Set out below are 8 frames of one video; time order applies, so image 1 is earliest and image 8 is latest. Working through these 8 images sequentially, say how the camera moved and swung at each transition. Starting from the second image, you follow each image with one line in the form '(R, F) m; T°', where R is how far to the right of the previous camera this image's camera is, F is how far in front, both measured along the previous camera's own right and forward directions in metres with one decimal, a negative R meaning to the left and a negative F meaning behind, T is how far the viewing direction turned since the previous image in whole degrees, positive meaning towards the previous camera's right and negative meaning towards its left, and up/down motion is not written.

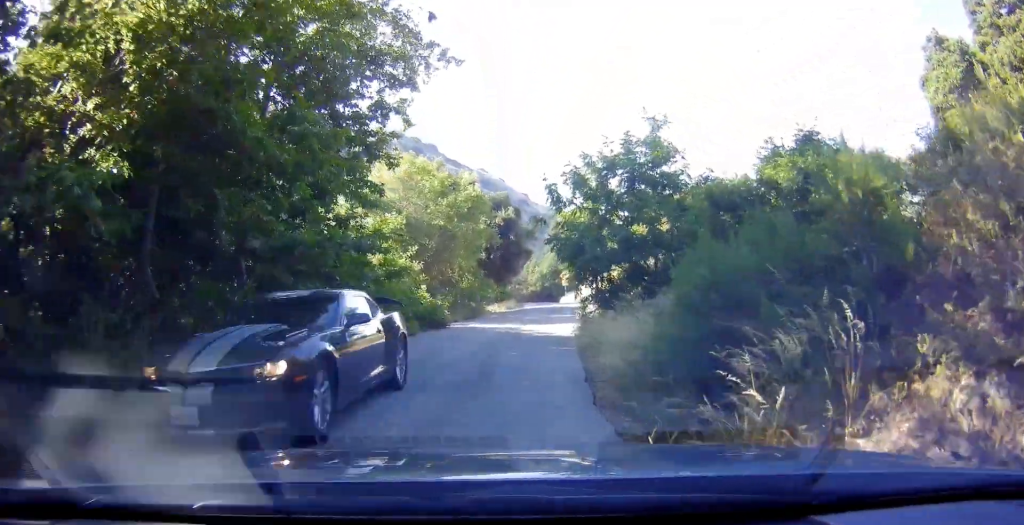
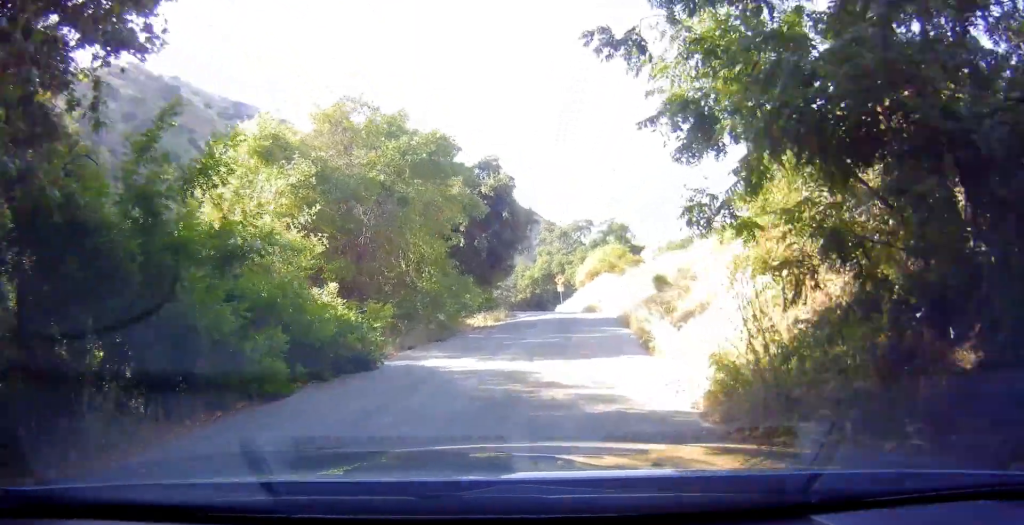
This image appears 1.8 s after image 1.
(-0.2, +11.7) m; -3°
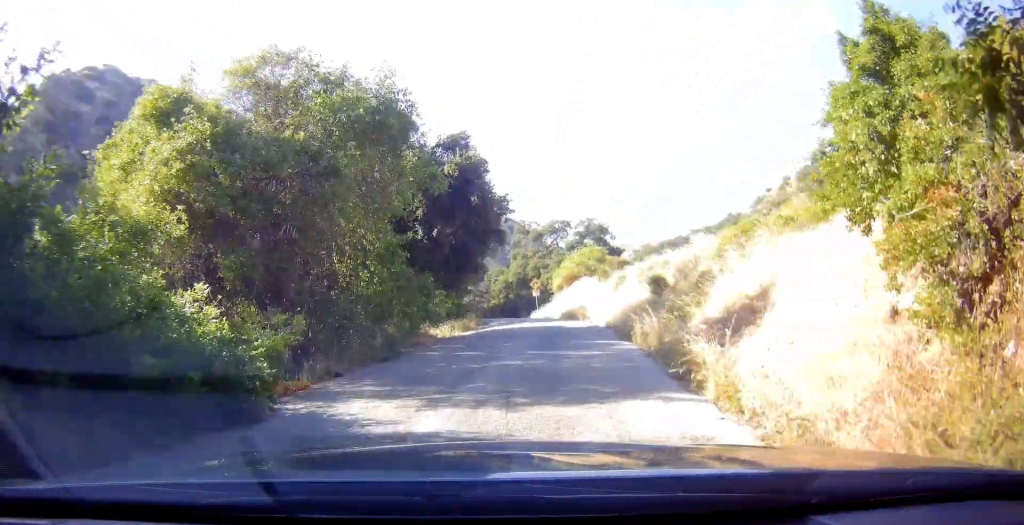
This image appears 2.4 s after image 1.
(-0.1, +4.2) m; 0°
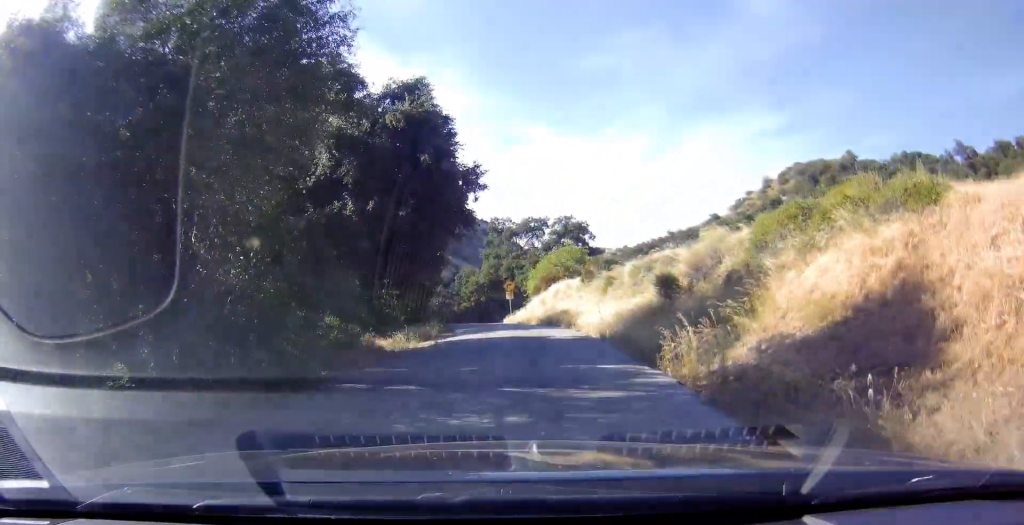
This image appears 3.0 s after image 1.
(-0.2, +4.7) m; +1°
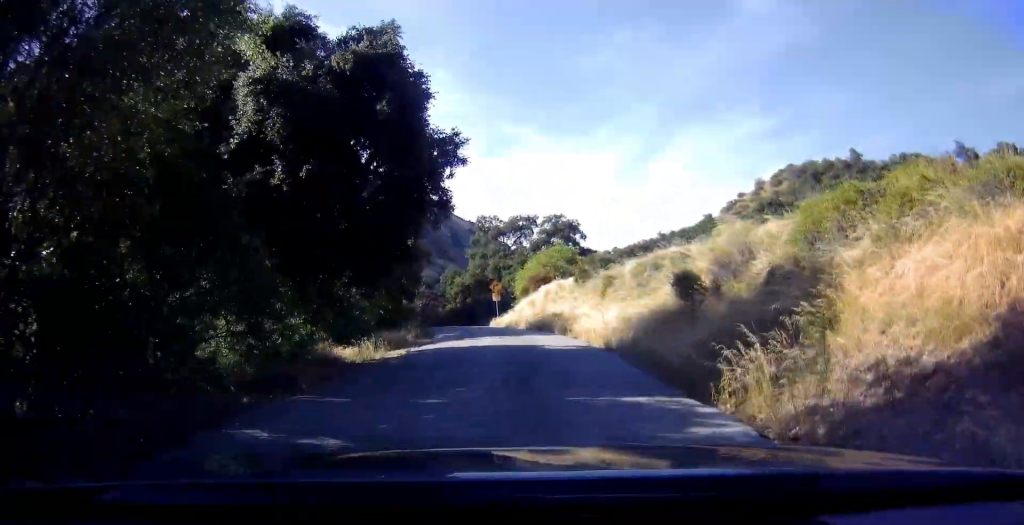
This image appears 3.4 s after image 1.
(+0.2, +3.6) m; +1°
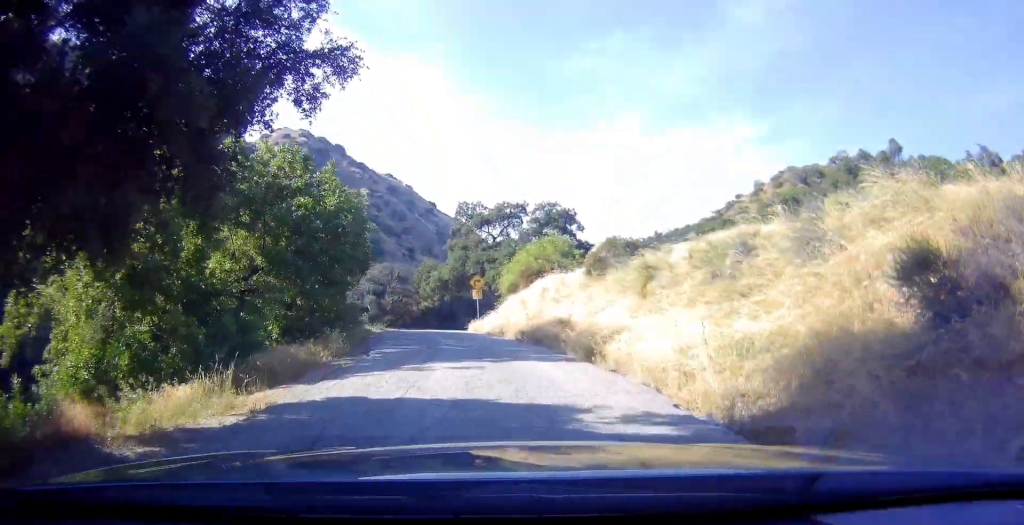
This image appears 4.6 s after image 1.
(+0.3, +10.0) m; +1°
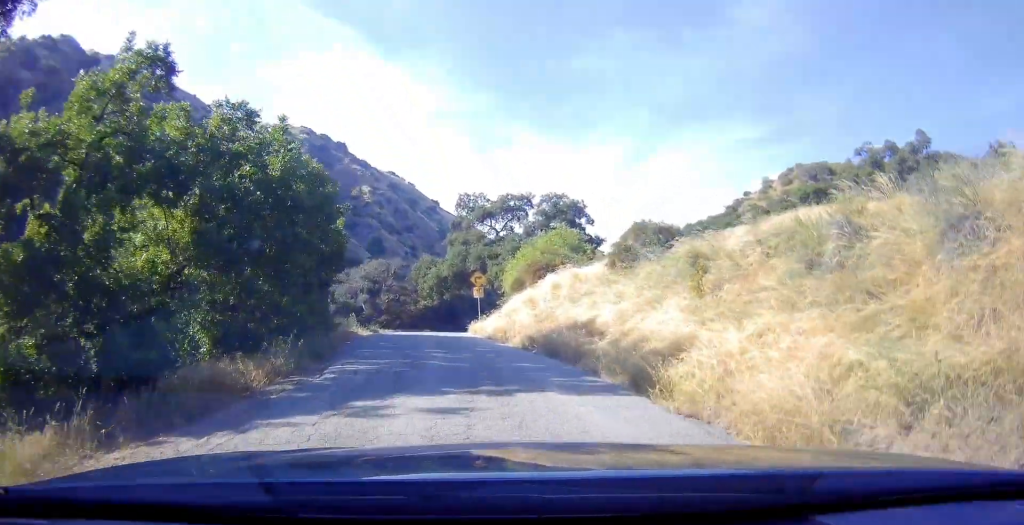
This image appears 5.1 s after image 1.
(0.0, +4.3) m; -1°
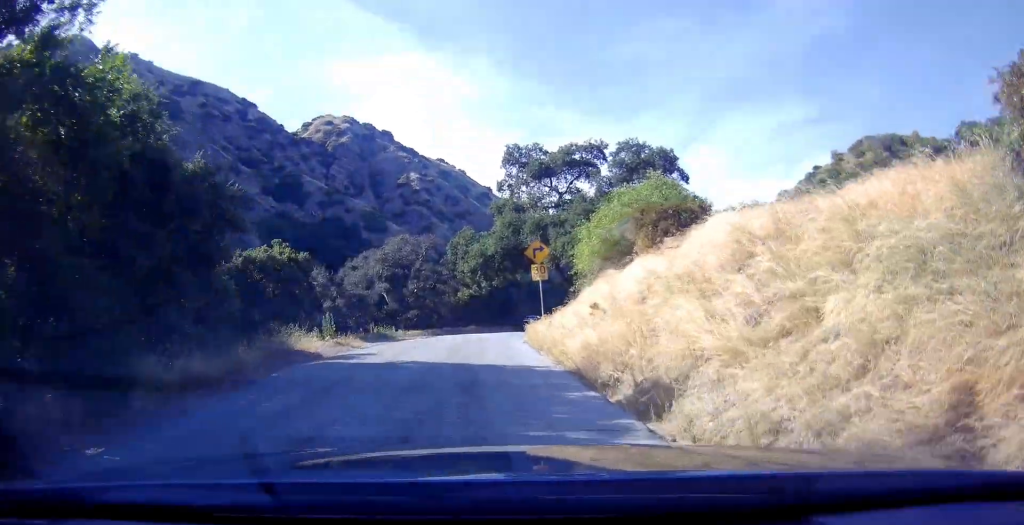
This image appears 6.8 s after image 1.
(-0.4, +16.3) m; -3°
